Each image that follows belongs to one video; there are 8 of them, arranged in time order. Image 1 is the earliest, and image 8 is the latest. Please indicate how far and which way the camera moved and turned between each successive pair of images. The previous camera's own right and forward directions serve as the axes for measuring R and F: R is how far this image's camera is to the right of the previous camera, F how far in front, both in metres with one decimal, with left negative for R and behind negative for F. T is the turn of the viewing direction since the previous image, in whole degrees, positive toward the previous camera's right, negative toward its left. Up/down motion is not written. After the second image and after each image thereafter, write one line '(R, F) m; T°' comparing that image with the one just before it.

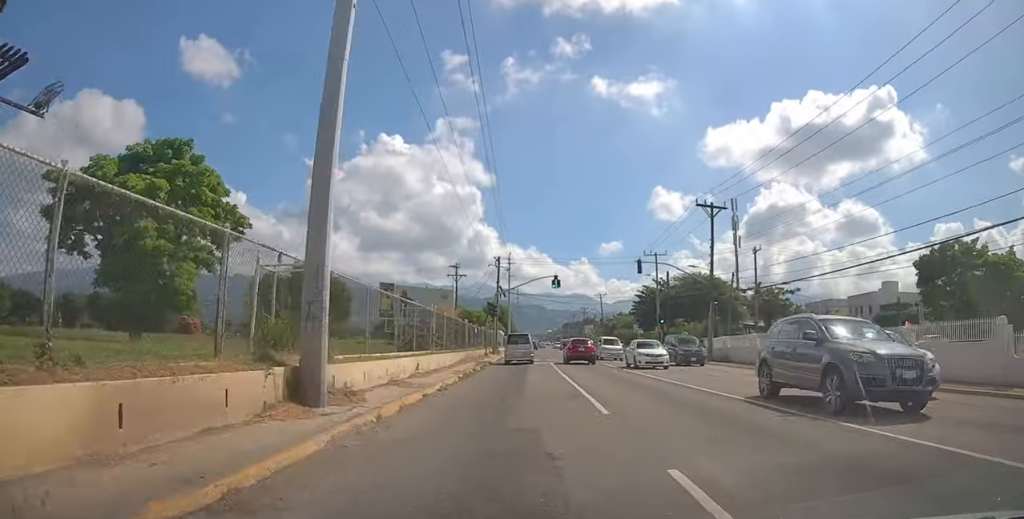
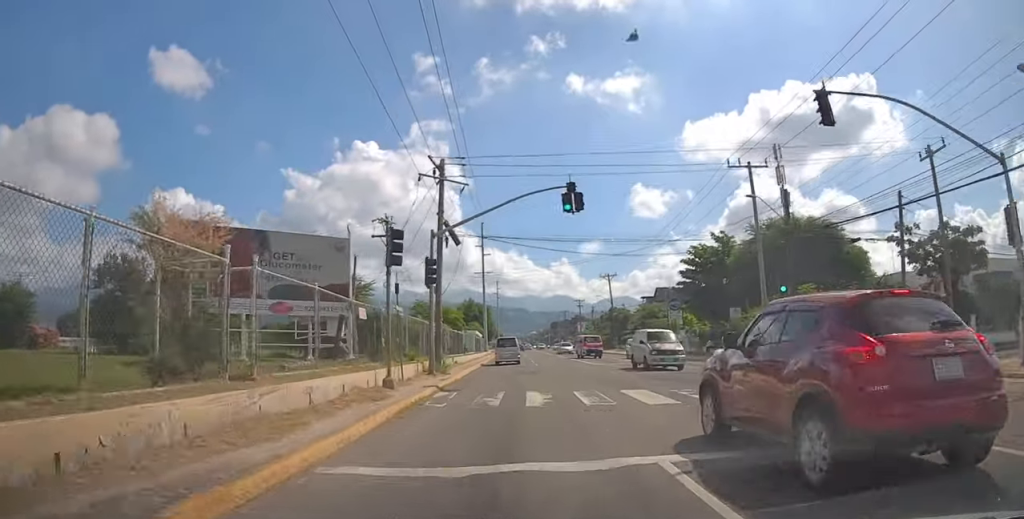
(-0.1, +30.2) m; 0°
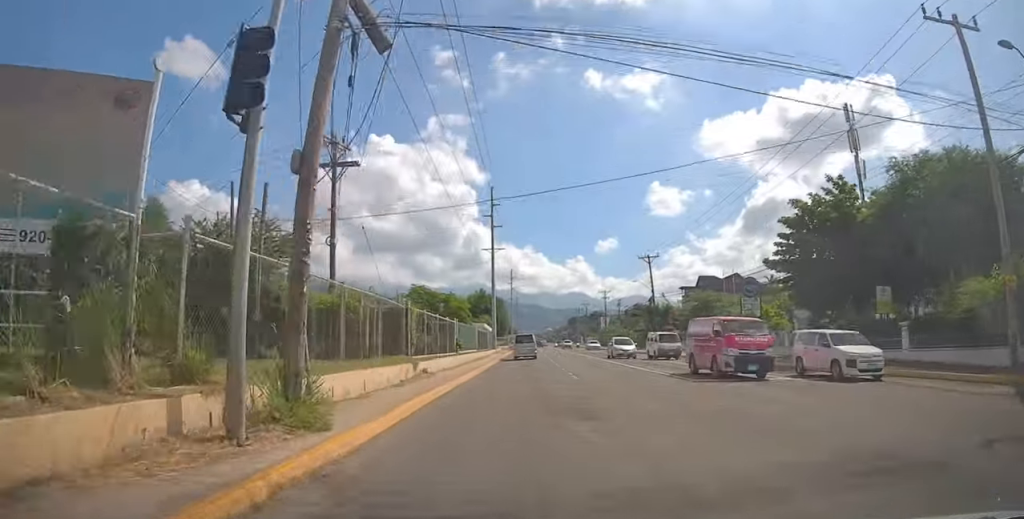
(+0.1, +16.6) m; 0°
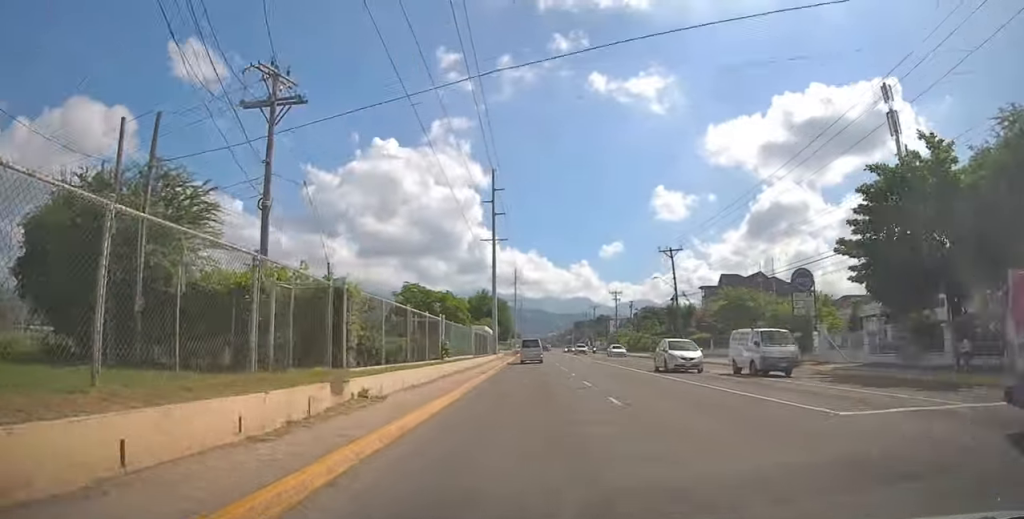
(-0.1, +8.0) m; 0°
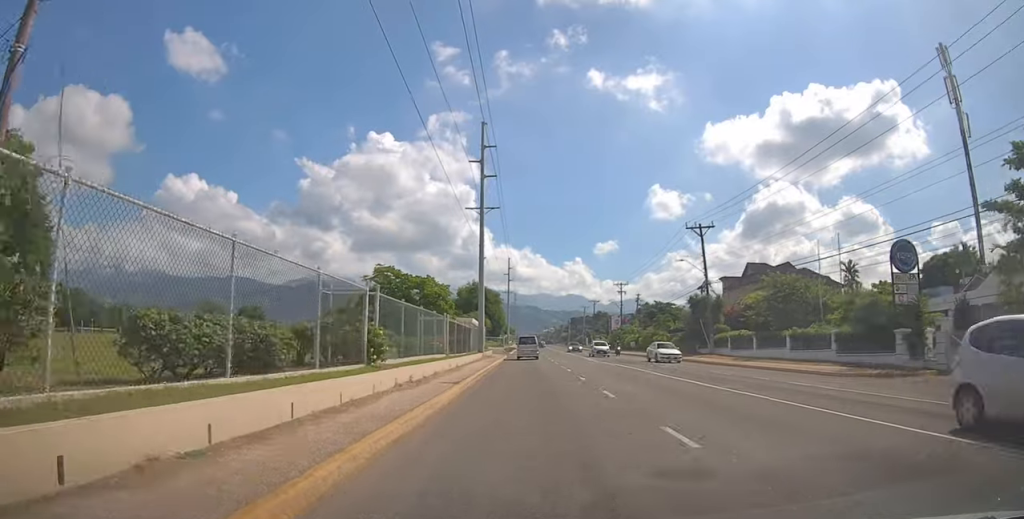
(+0.1, +11.1) m; 0°
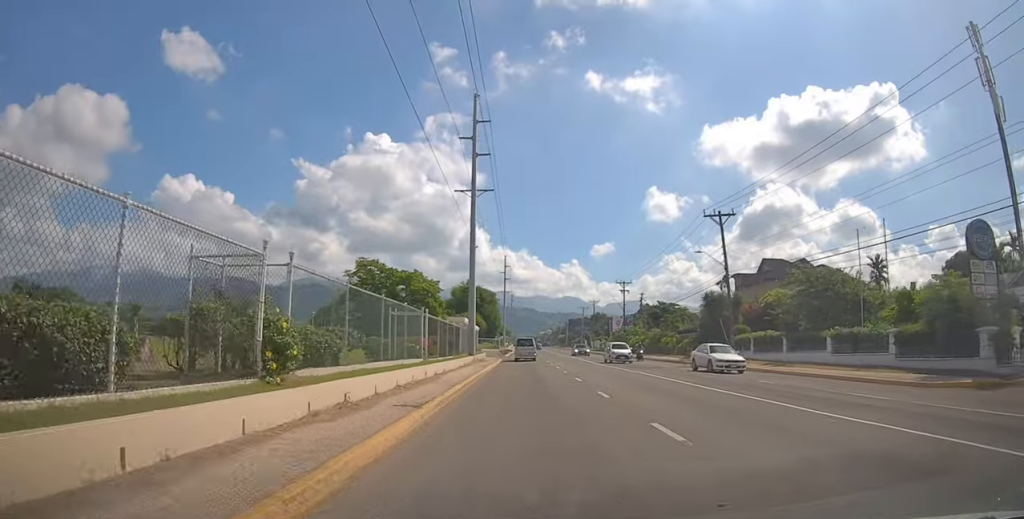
(0.0, +5.5) m; 0°
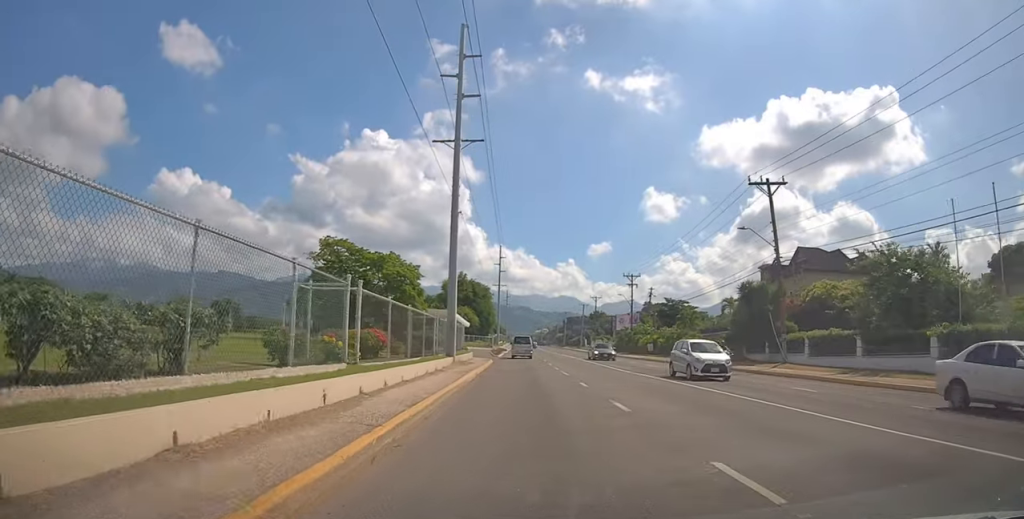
(-0.1, +9.0) m; 0°
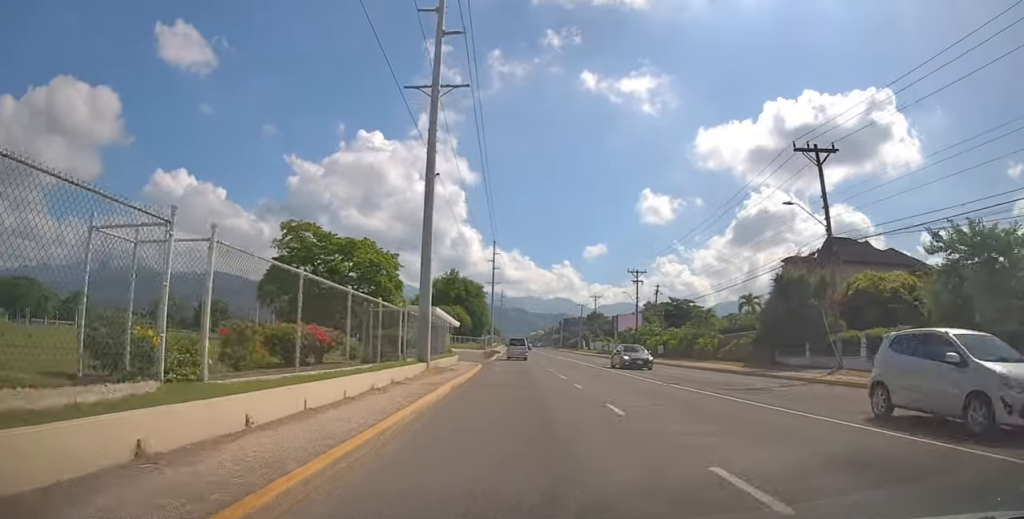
(+0.1, +6.7) m; 0°
